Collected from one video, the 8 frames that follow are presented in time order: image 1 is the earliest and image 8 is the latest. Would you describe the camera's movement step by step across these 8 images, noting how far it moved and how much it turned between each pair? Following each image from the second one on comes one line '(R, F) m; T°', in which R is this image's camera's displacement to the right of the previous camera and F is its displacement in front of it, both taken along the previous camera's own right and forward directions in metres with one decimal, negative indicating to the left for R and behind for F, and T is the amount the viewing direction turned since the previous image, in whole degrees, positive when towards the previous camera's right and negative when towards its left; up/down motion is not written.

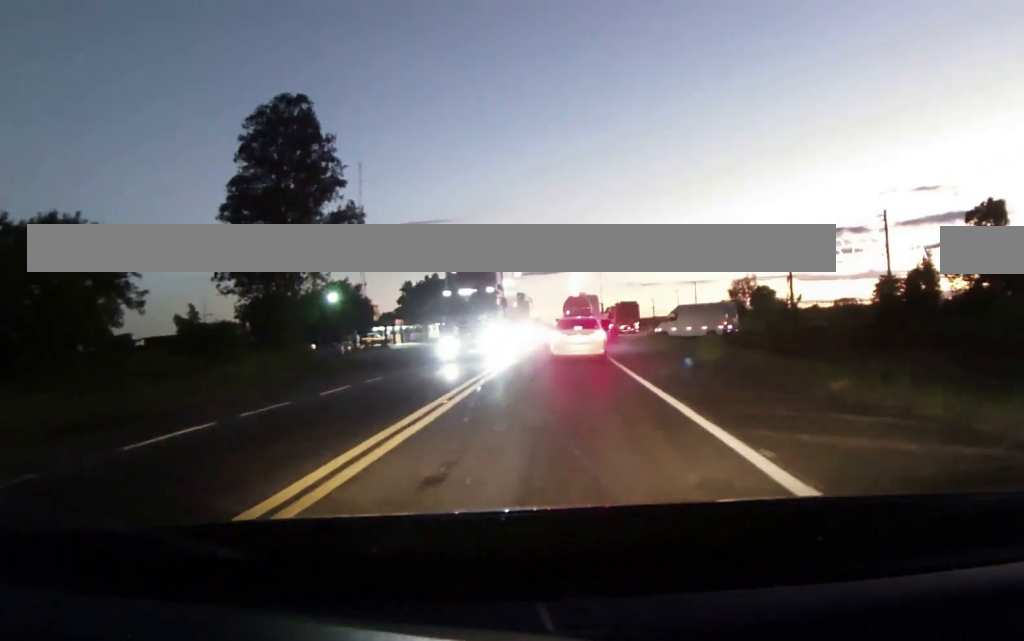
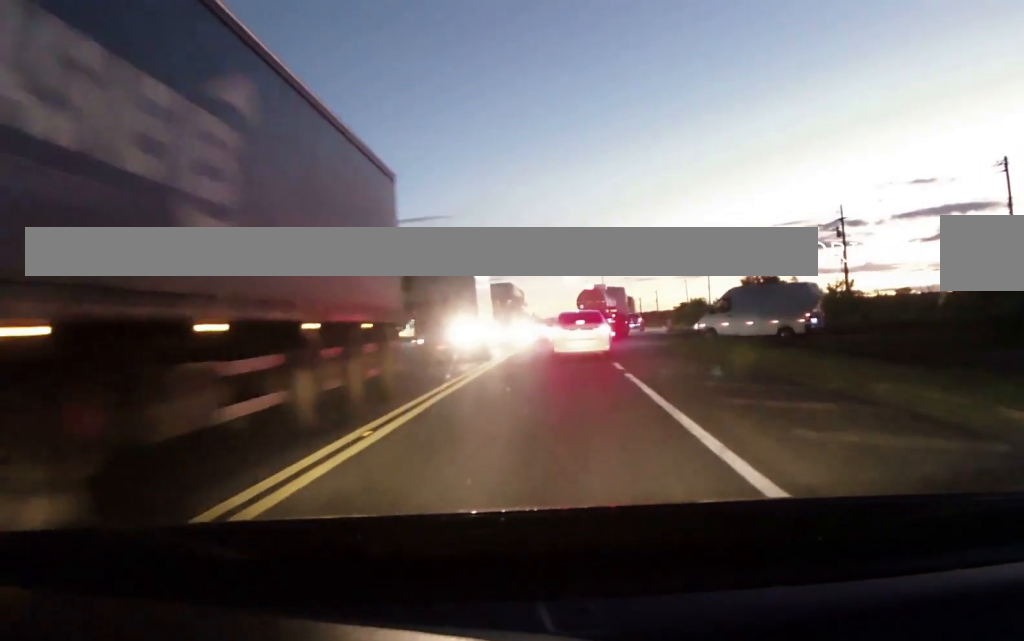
(0.0, +19.8) m; +1°
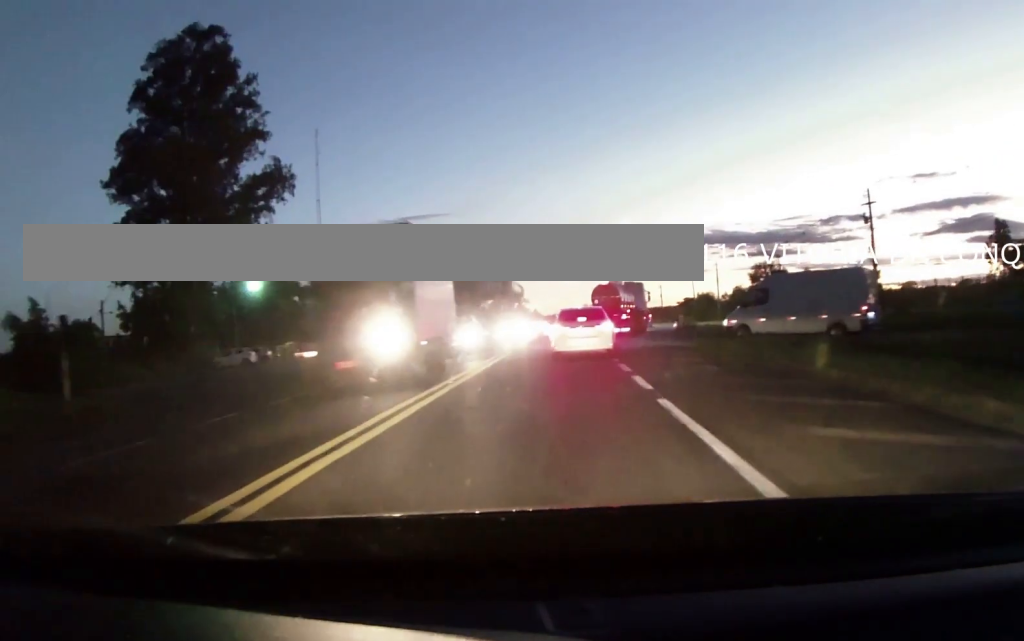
(-0.1, +6.8) m; +1°
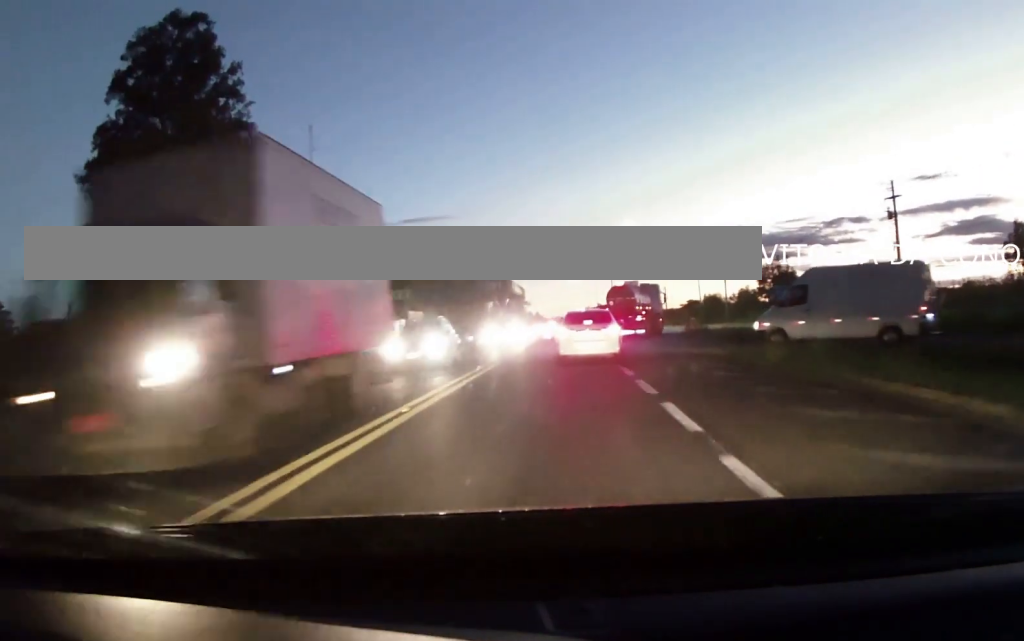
(+0.1, +4.7) m; 0°
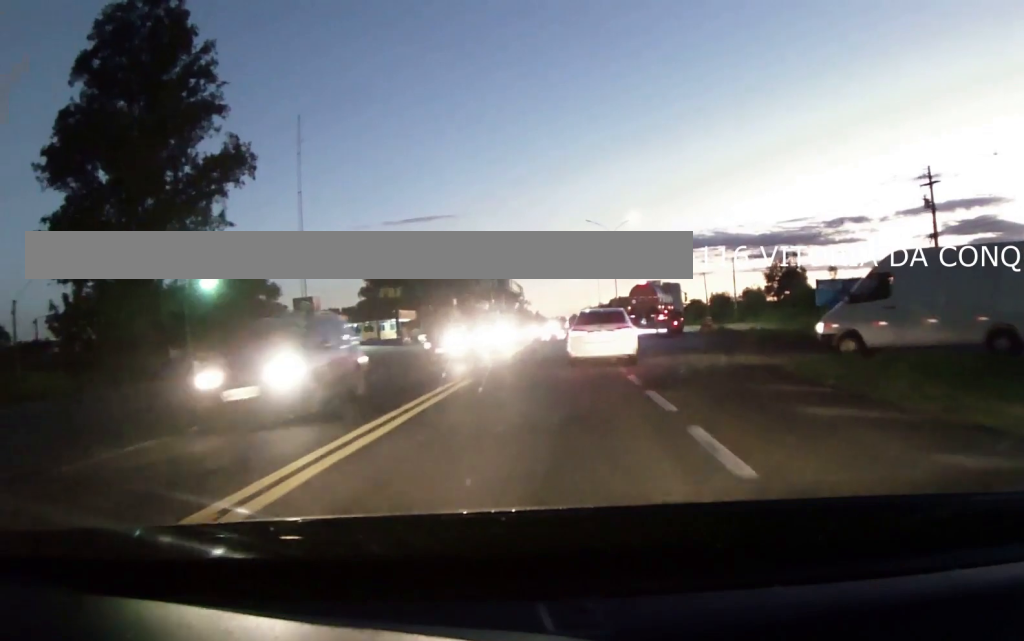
(+0.1, +6.7) m; -1°
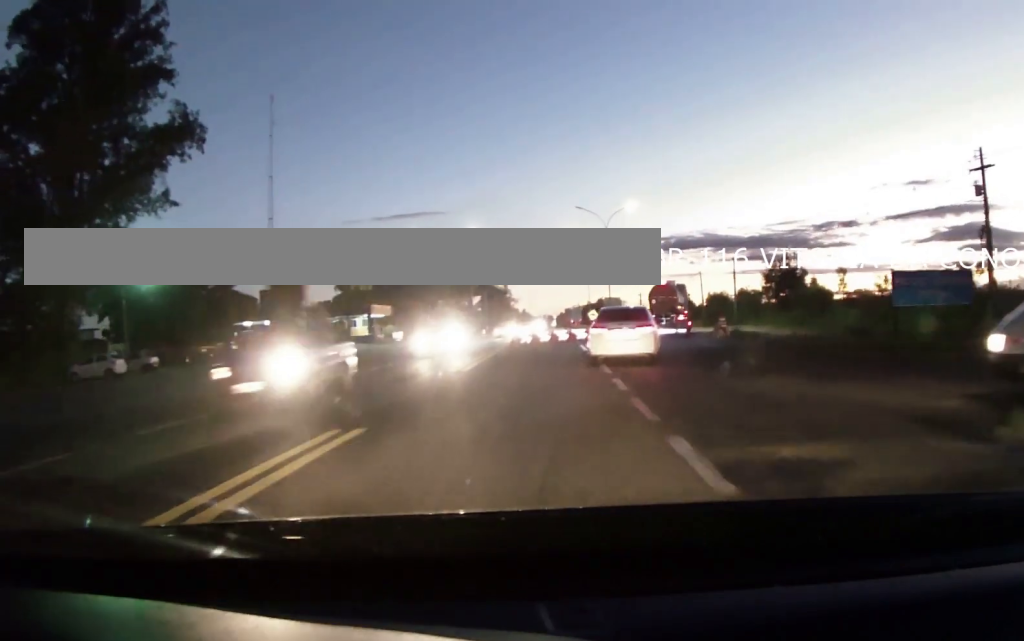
(-0.3, +8.8) m; -1°
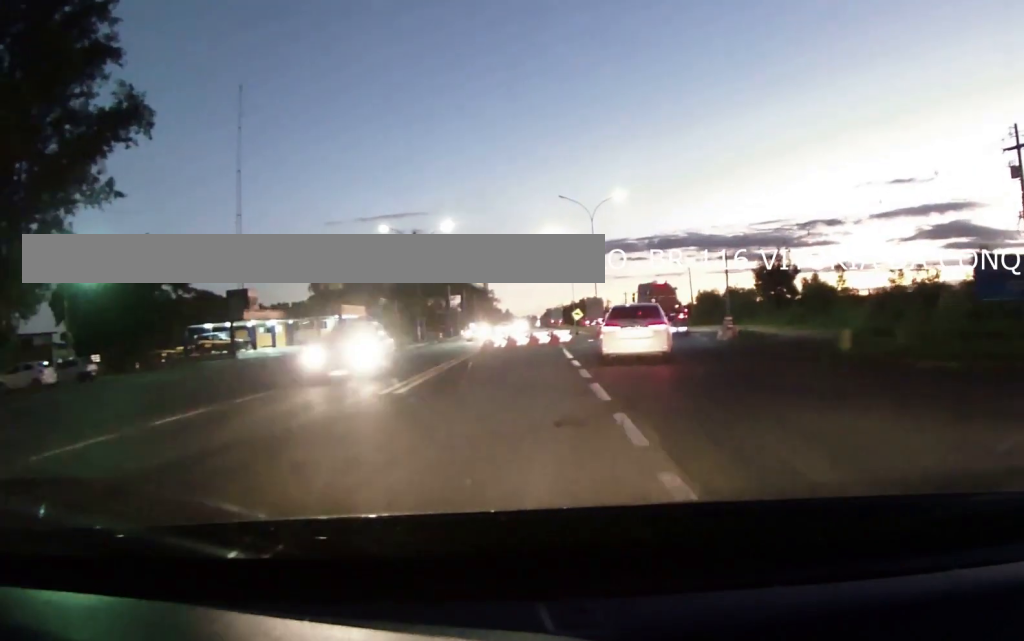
(+0.2, +5.9) m; +1°
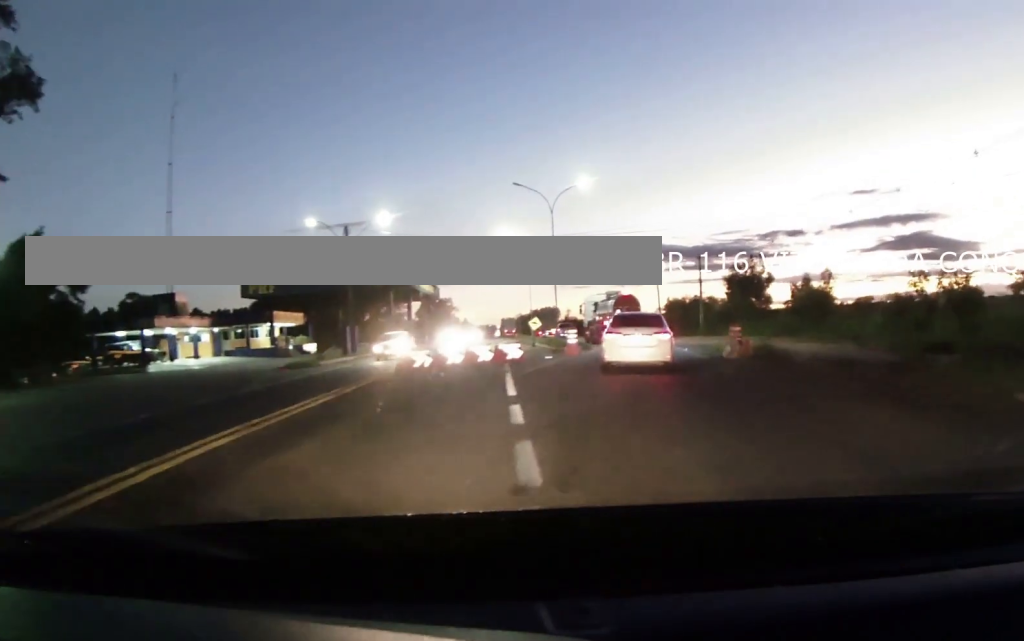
(0.0, +9.6) m; +1°
